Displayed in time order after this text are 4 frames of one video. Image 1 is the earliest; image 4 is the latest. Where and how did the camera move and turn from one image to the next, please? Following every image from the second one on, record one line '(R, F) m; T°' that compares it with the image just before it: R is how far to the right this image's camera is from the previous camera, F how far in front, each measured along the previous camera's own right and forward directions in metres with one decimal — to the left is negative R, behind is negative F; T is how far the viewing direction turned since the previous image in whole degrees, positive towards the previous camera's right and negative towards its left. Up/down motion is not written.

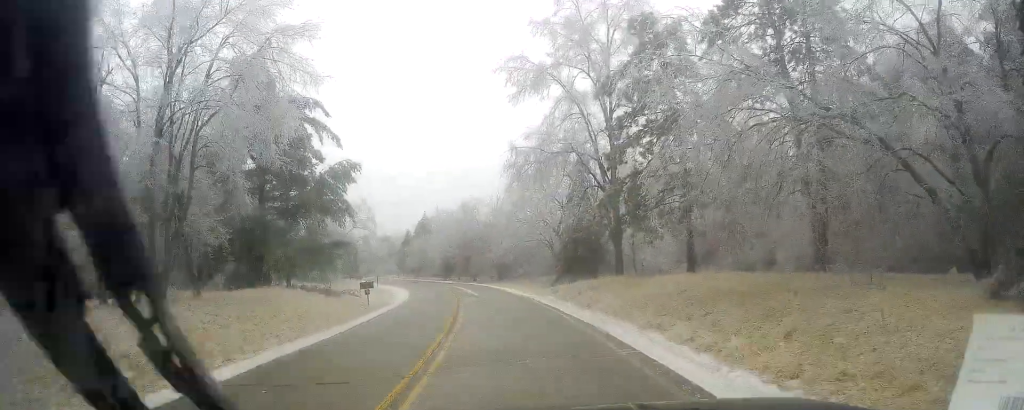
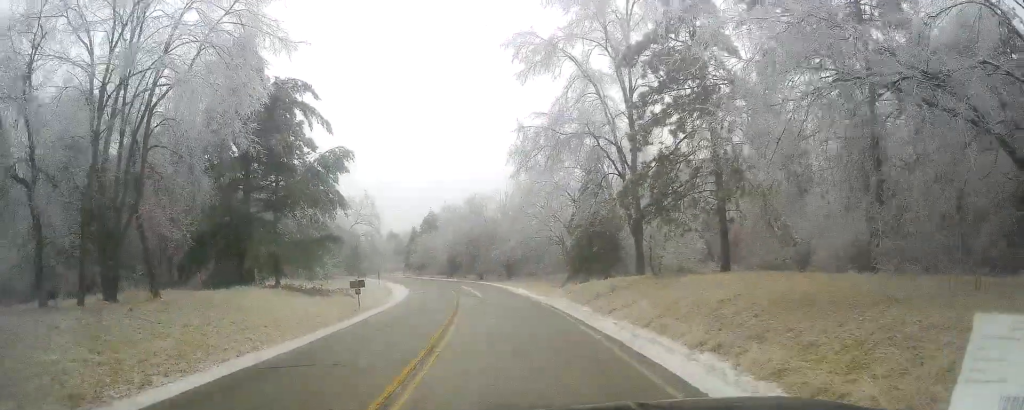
(+0.2, +4.2) m; +2°
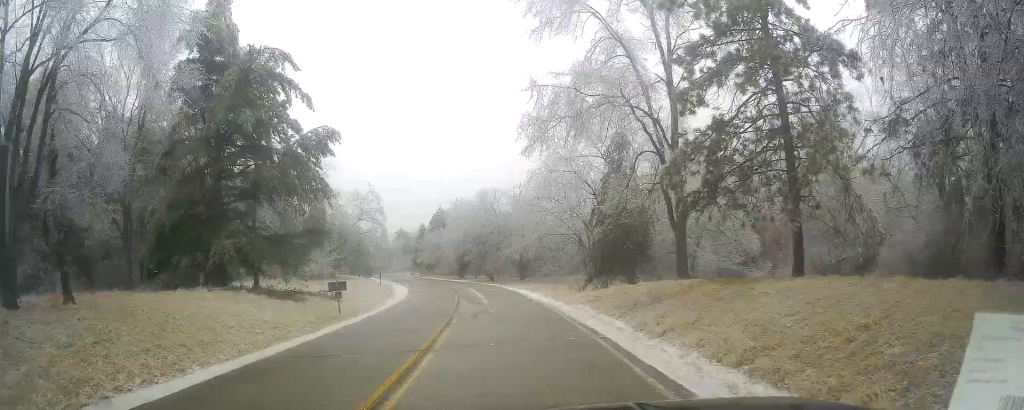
(+0.3, +6.2) m; +2°
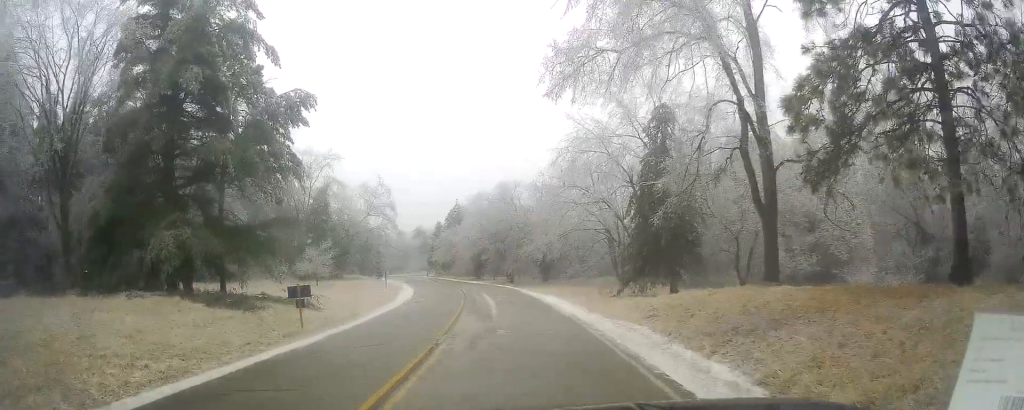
(-0.2, +7.8) m; -5°
